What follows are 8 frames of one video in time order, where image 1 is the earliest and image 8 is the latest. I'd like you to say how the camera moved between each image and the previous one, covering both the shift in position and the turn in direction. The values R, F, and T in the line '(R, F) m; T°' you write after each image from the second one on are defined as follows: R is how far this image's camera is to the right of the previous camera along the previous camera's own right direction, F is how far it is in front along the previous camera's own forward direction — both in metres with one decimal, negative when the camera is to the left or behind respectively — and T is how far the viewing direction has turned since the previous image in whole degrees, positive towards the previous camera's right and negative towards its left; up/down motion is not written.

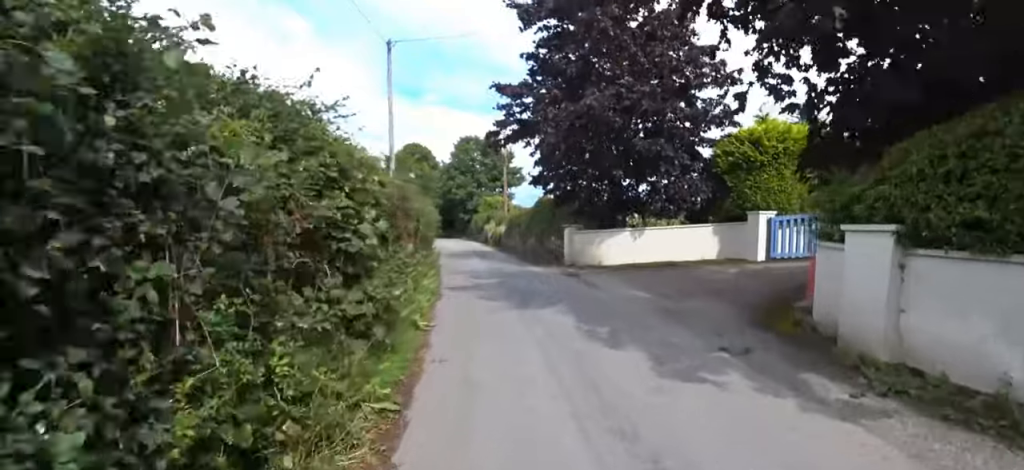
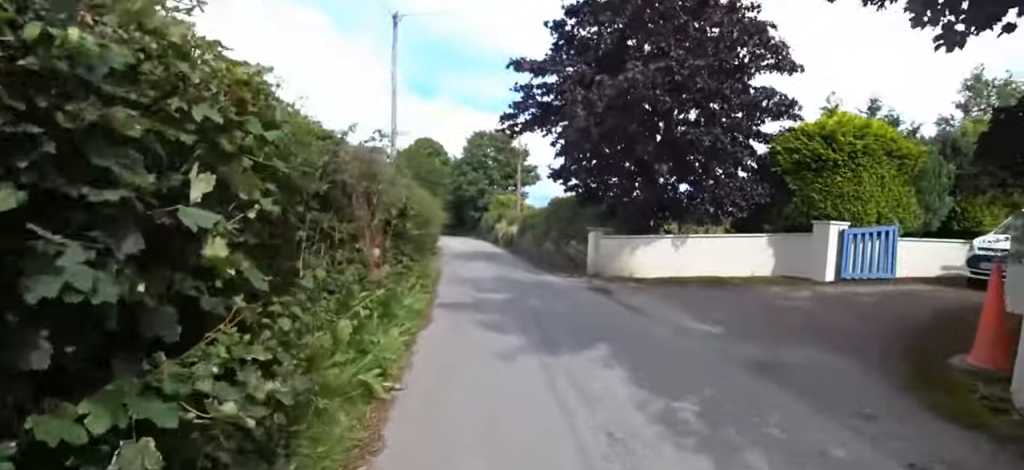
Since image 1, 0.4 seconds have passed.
(0.0, +2.3) m; +2°
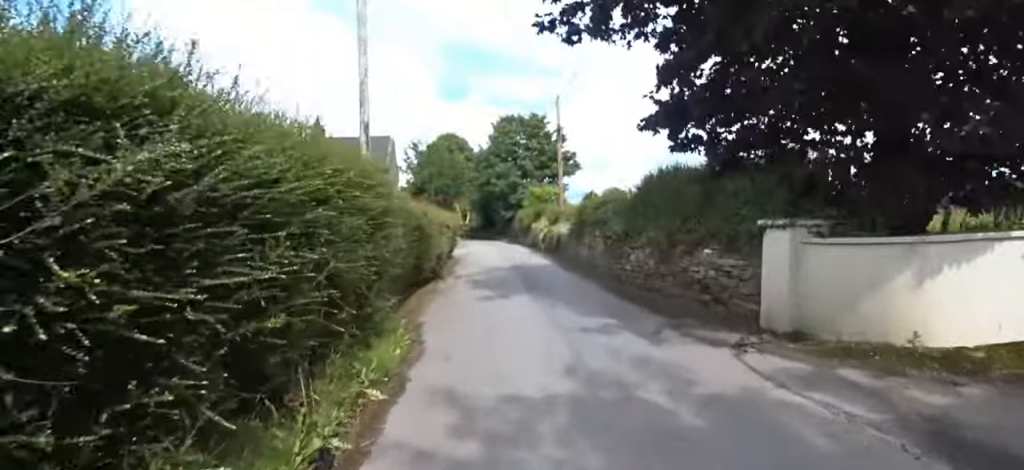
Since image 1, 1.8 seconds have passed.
(+0.4, +7.2) m; -3°
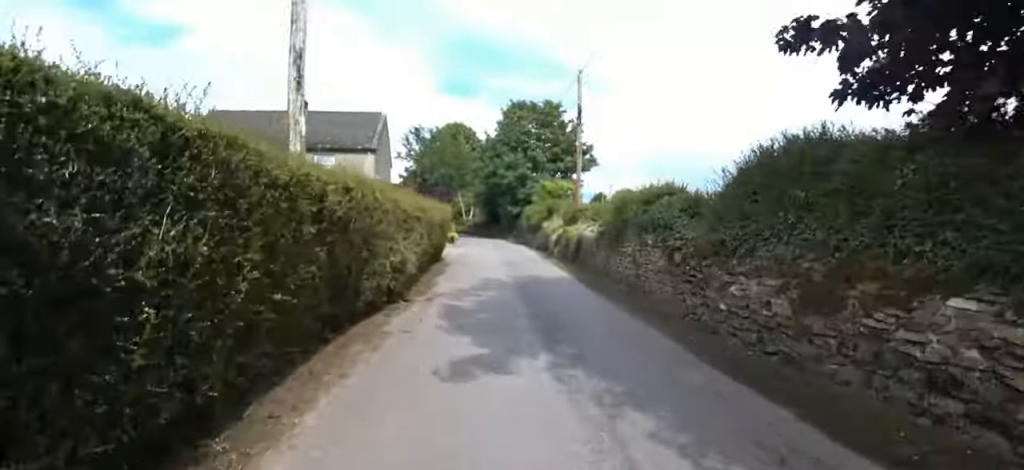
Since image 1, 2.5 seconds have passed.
(-0.5, +4.2) m; -10°
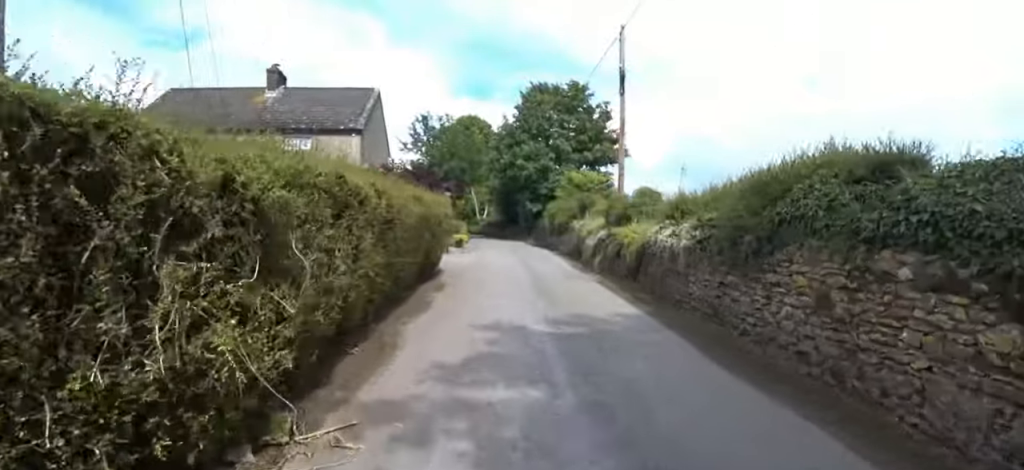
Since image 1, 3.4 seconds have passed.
(-0.6, +4.8) m; -7°
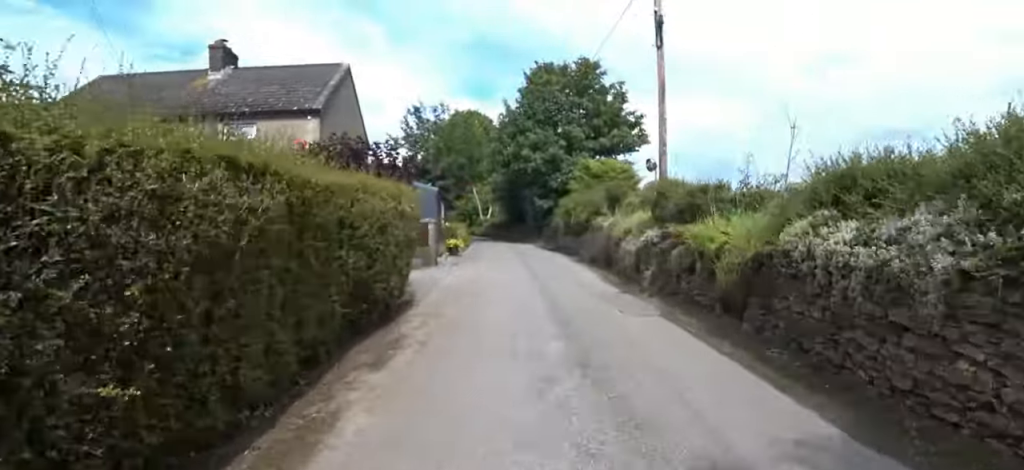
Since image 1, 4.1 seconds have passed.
(-0.2, +4.1) m; +1°
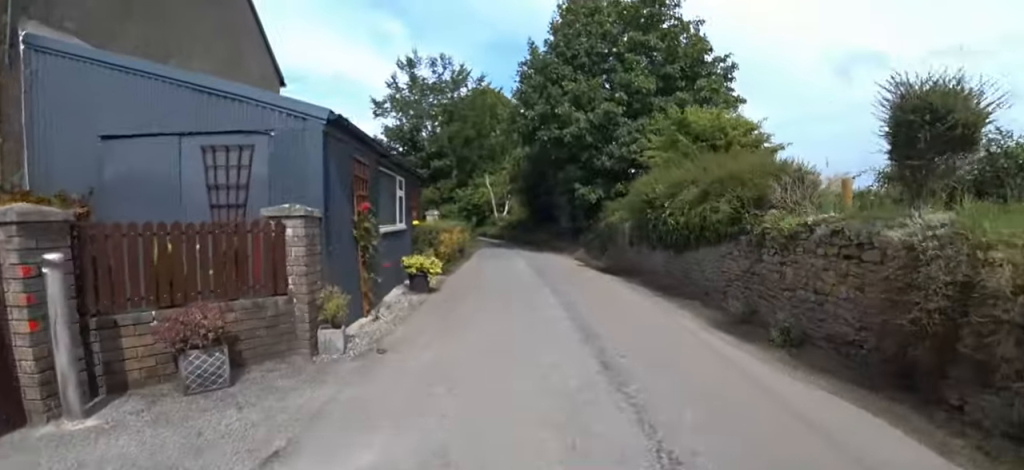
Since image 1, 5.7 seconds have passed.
(+0.6, +9.6) m; +4°
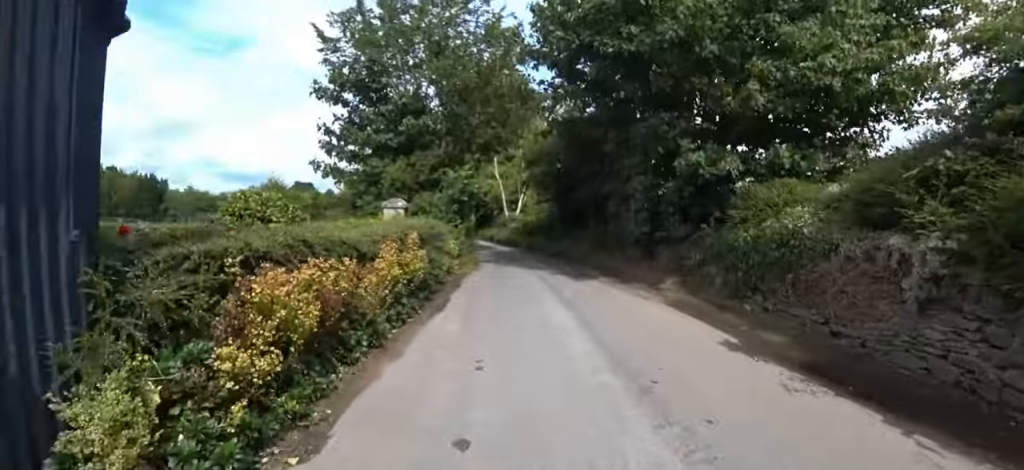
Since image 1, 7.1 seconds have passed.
(0.0, +8.8) m; -1°
